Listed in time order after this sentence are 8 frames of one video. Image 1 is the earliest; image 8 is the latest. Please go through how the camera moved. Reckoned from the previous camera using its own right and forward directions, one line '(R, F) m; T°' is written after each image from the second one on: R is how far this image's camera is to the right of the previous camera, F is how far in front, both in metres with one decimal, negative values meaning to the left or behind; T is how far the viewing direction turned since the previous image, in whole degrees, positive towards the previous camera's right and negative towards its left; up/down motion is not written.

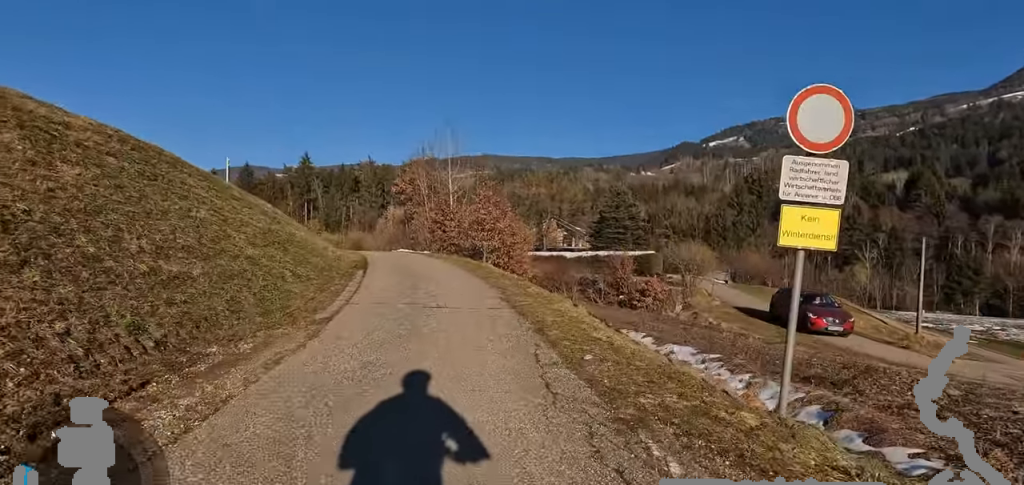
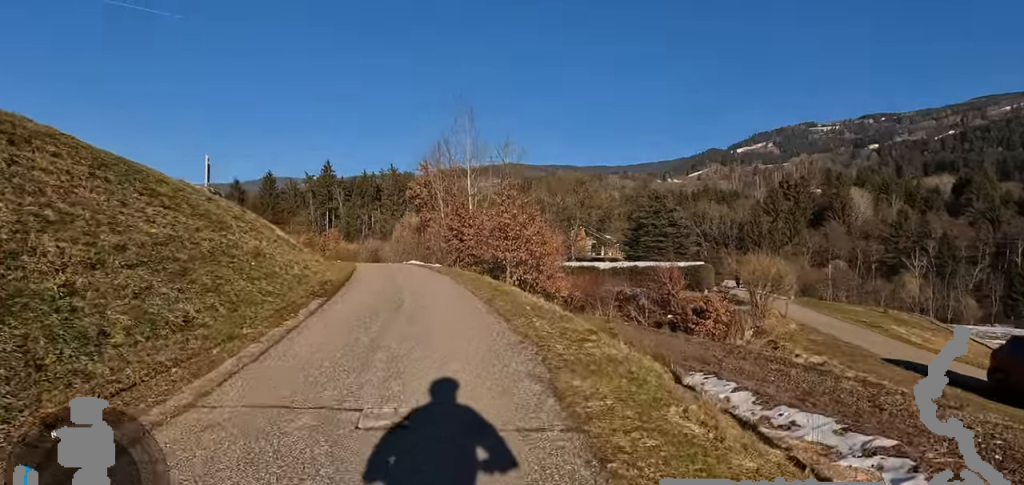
(-0.3, +4.6) m; -6°
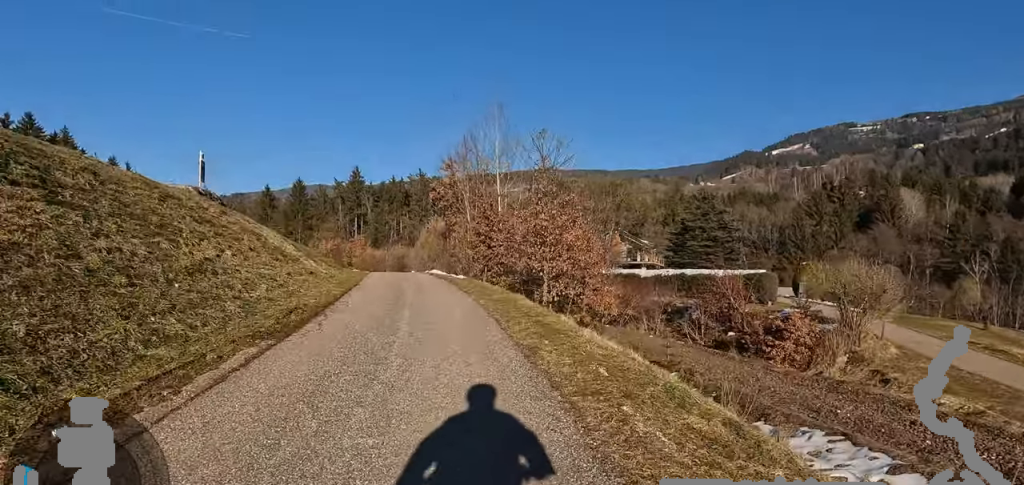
(+0.1, +3.6) m; -5°
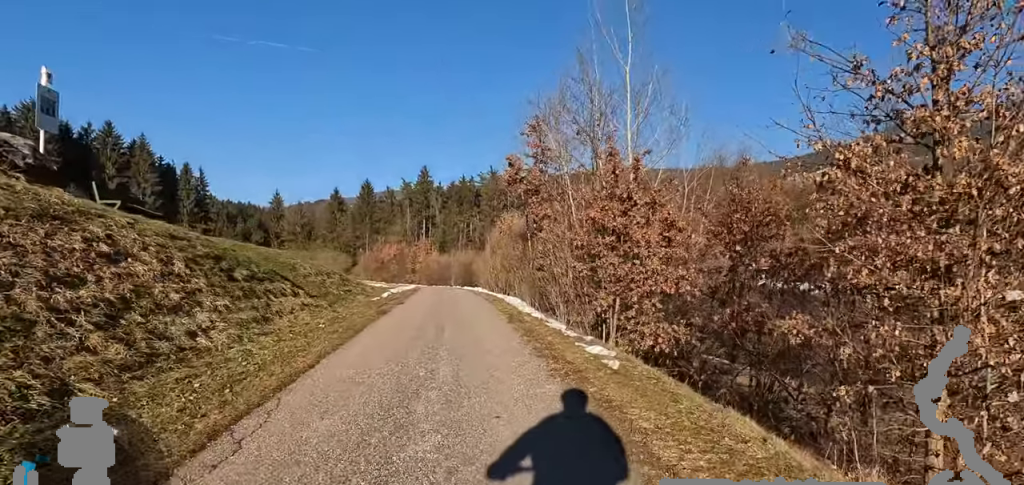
(-0.7, +12.3) m; -5°
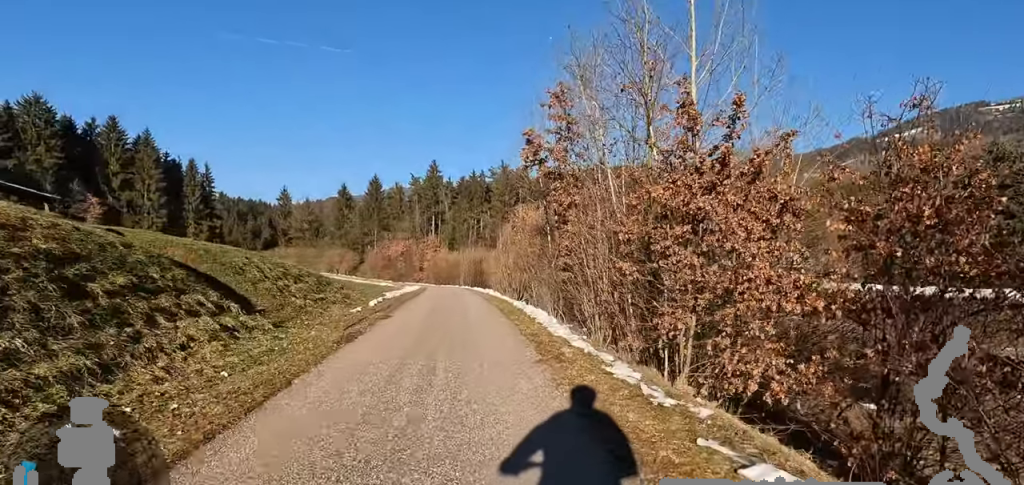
(-0.3, +3.9) m; -6°
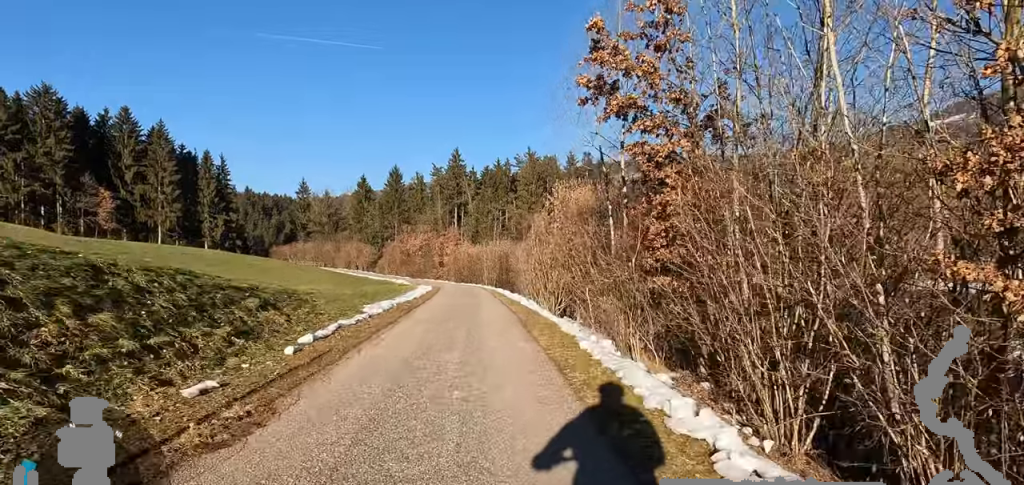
(-0.7, +7.7) m; -6°
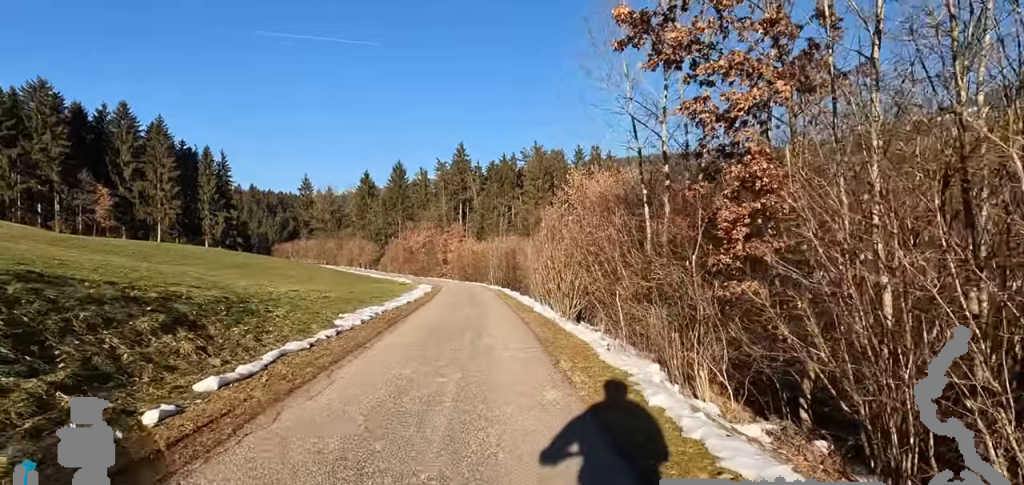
(0.0, +3.0) m; +2°
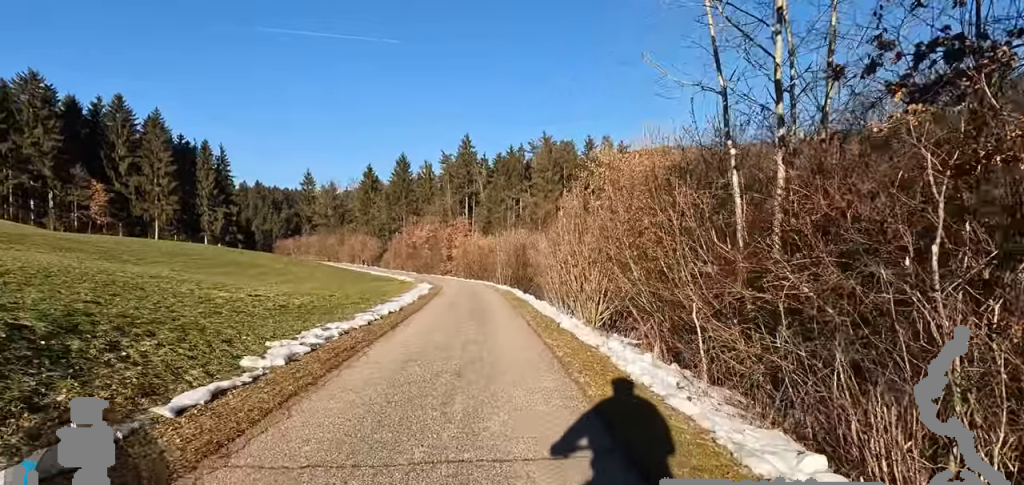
(0.0, +4.3) m; +2°
